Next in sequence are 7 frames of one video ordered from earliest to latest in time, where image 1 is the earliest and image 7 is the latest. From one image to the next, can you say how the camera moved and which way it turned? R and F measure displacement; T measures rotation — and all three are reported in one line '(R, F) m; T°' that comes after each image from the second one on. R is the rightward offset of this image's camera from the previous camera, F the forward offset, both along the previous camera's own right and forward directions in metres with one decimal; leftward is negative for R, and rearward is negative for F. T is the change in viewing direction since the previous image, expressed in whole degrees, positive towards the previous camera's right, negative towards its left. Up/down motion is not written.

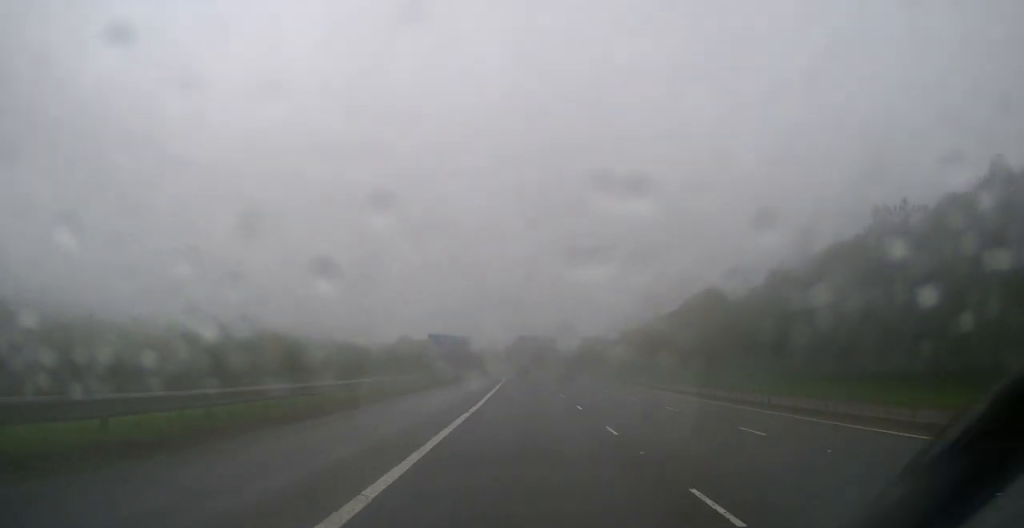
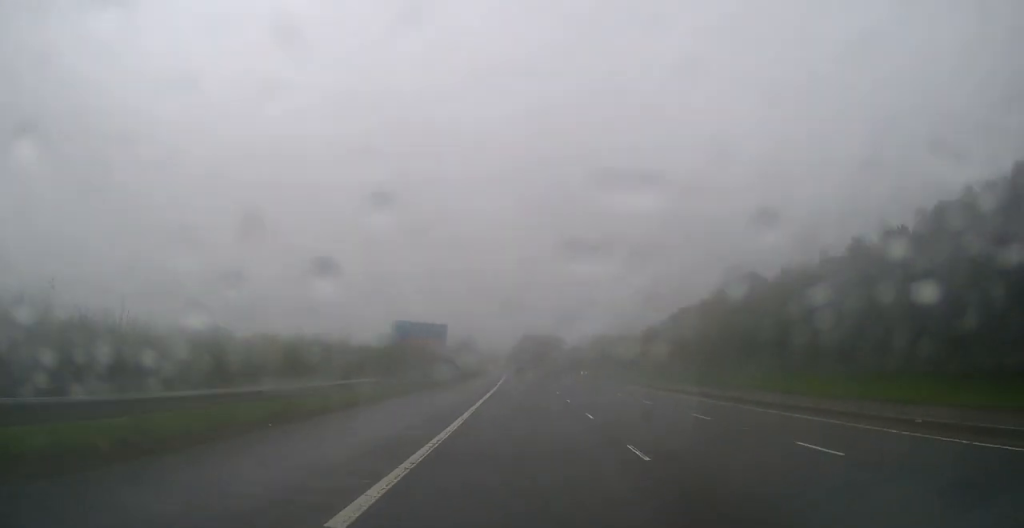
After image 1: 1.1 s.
(-0.2, +31.4) m; -1°
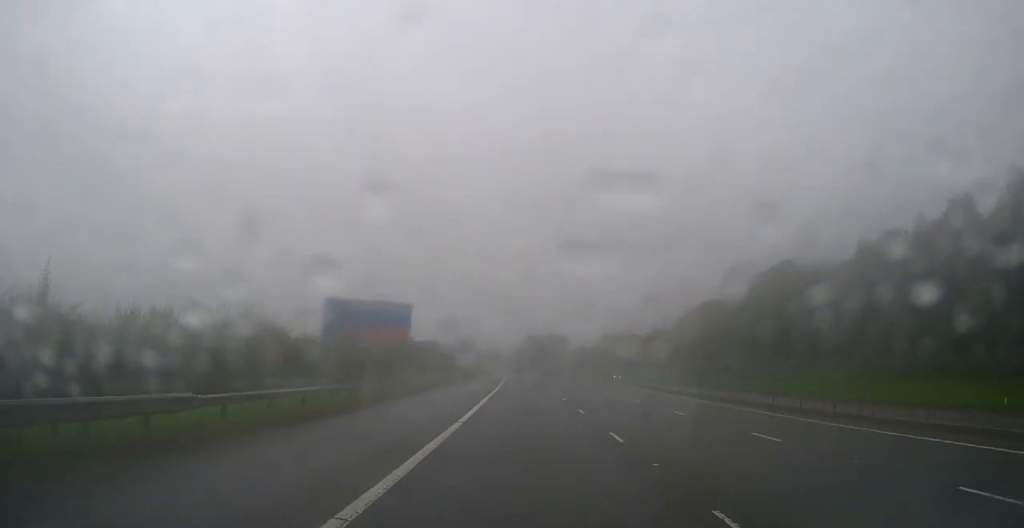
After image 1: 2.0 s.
(-0.1, +24.0) m; 0°
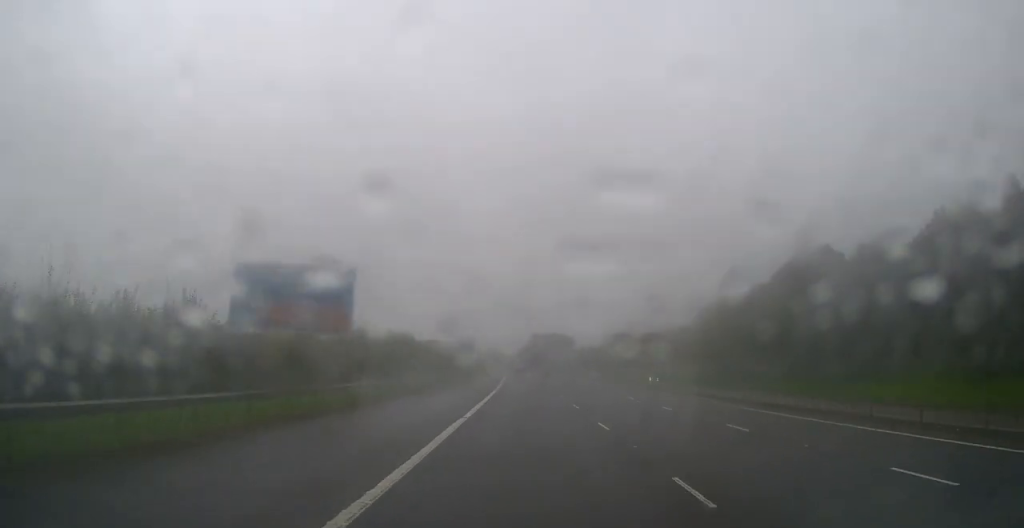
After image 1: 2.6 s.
(0.0, +15.7) m; 0°
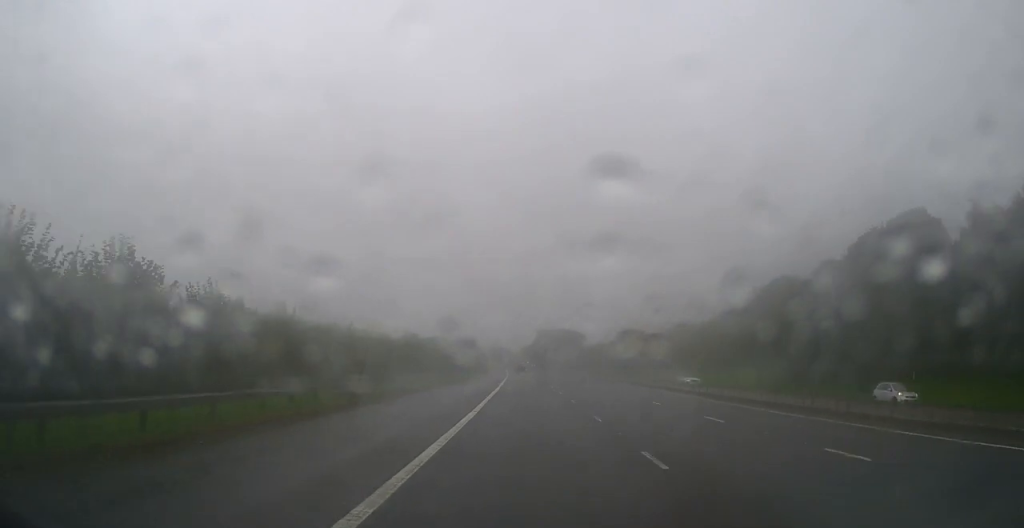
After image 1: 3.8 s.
(-0.2, +33.3) m; -1°
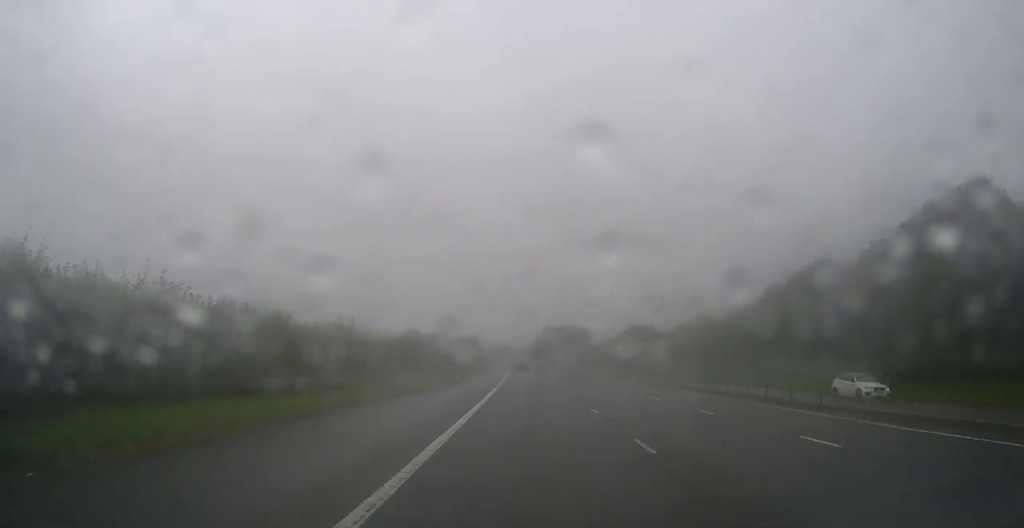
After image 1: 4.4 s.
(0.0, +16.7) m; 0°
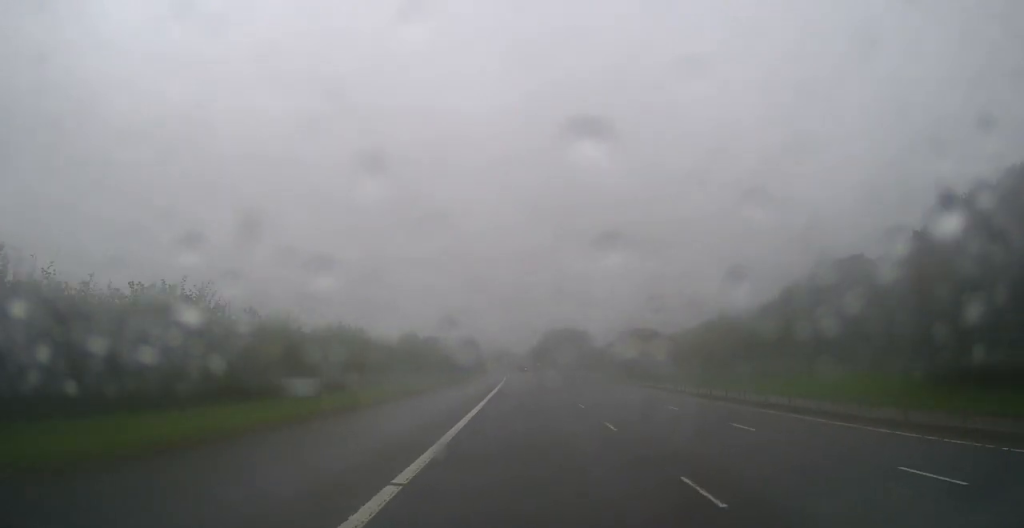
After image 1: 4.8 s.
(-0.1, +13.0) m; 0°
